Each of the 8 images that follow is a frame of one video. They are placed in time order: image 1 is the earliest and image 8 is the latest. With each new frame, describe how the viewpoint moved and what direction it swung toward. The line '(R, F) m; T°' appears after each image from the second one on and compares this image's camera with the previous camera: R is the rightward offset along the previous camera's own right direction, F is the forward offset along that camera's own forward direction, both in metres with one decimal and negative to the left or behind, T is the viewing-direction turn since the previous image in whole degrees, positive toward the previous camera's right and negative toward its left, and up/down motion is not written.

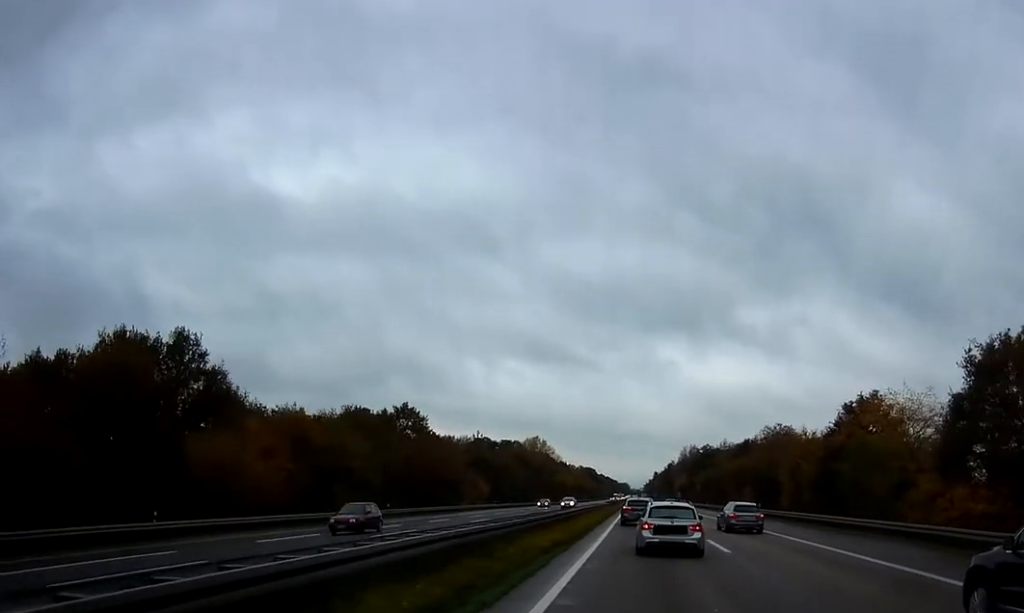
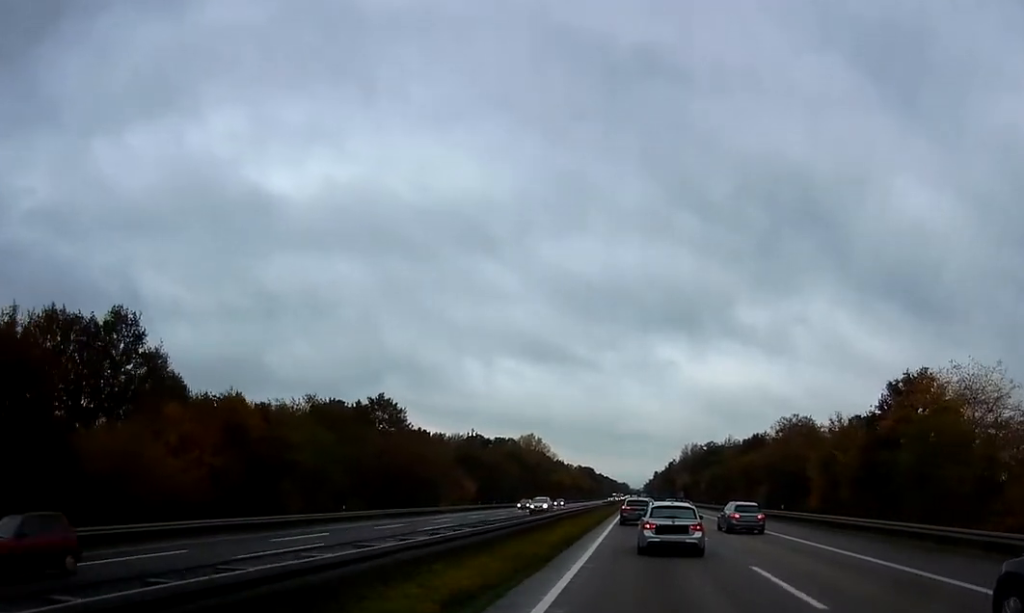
(0.0, +10.8) m; 0°
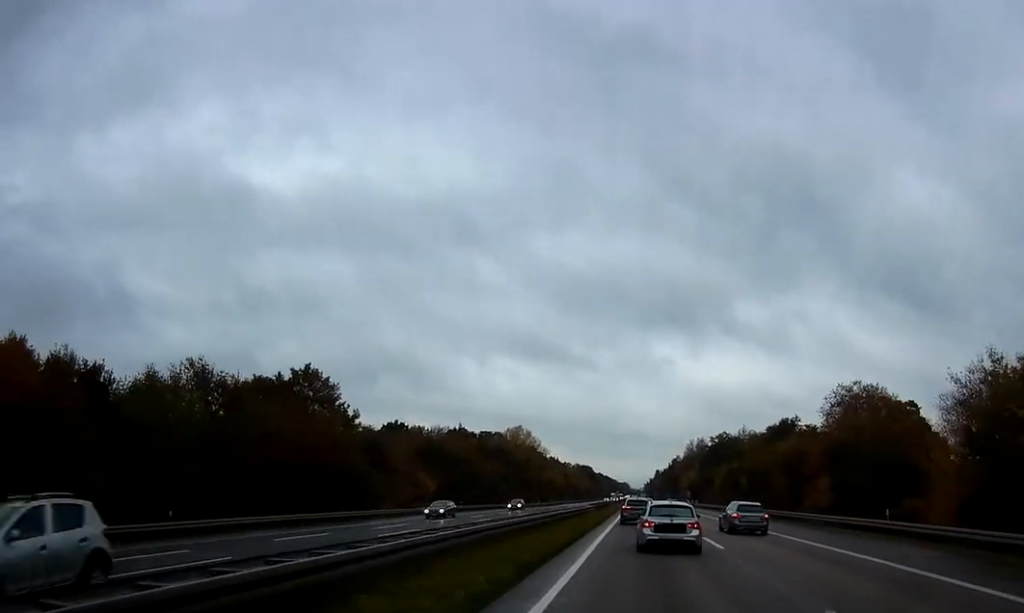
(+0.2, +24.0) m; -1°
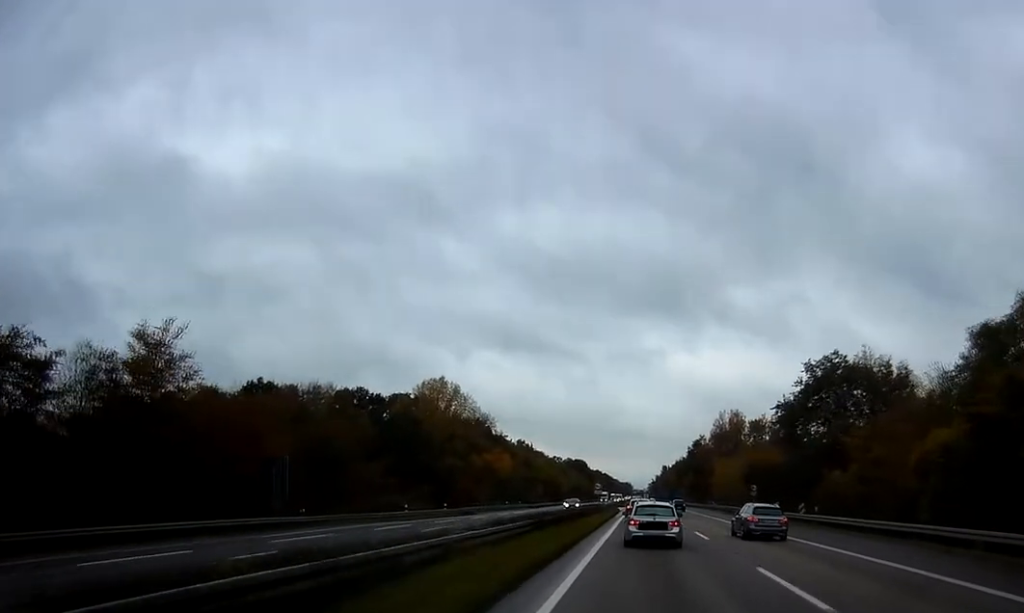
(+1.0, +82.9) m; +1°
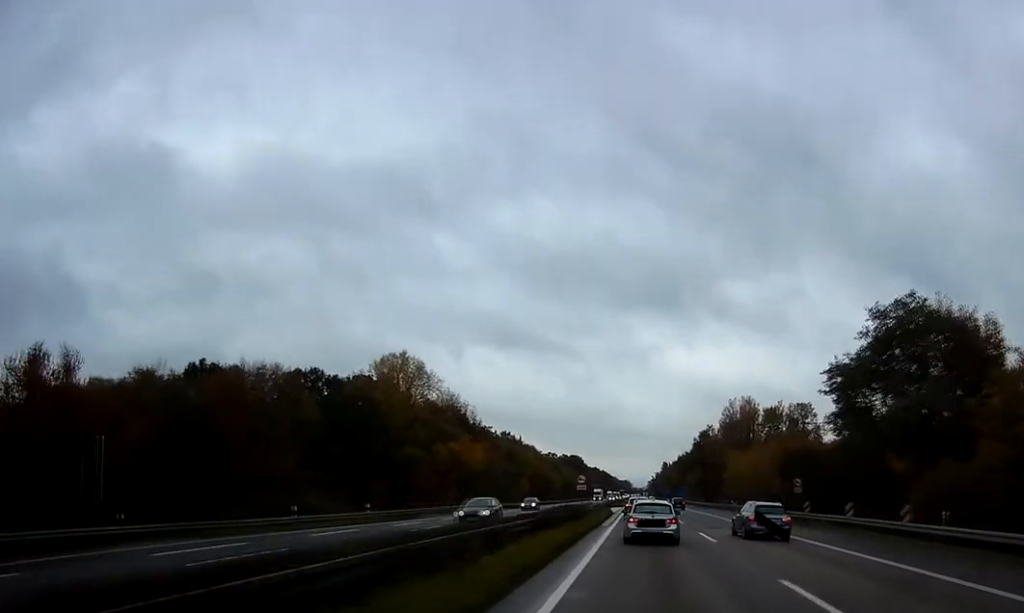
(-0.1, +19.8) m; 0°
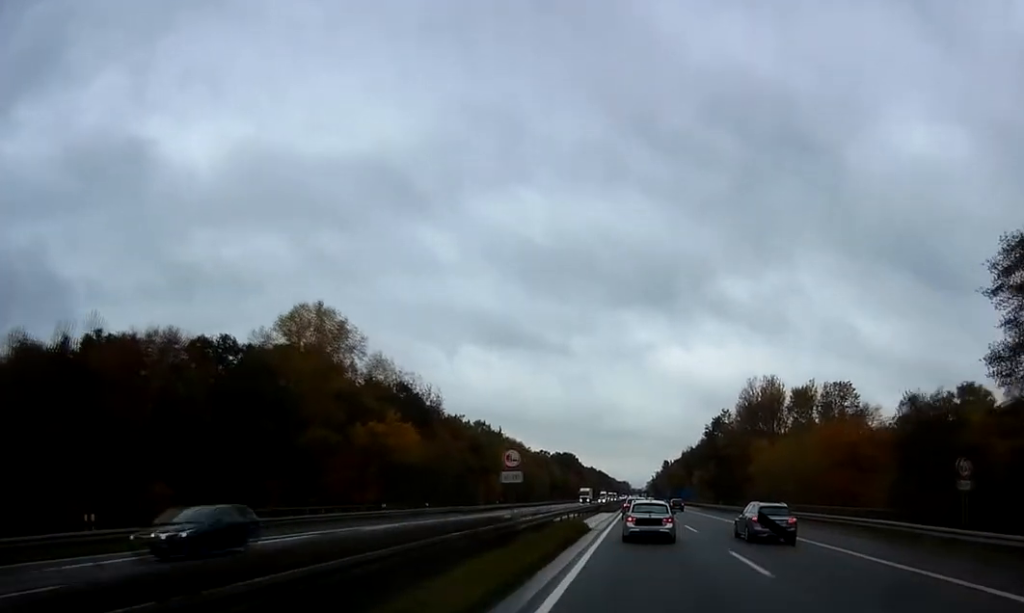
(-0.1, +27.3) m; 0°
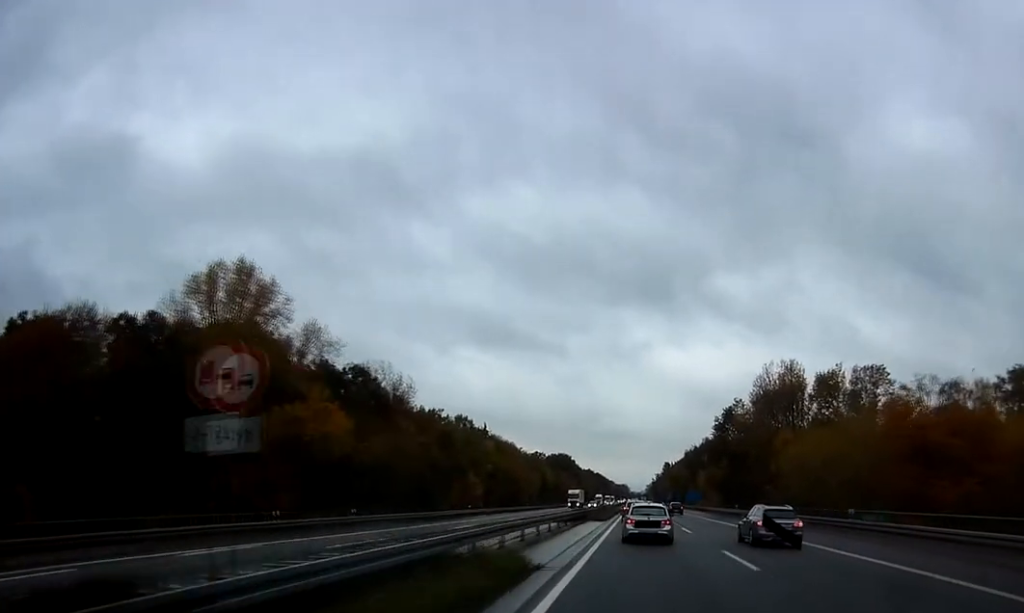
(0.0, +16.0) m; 0°
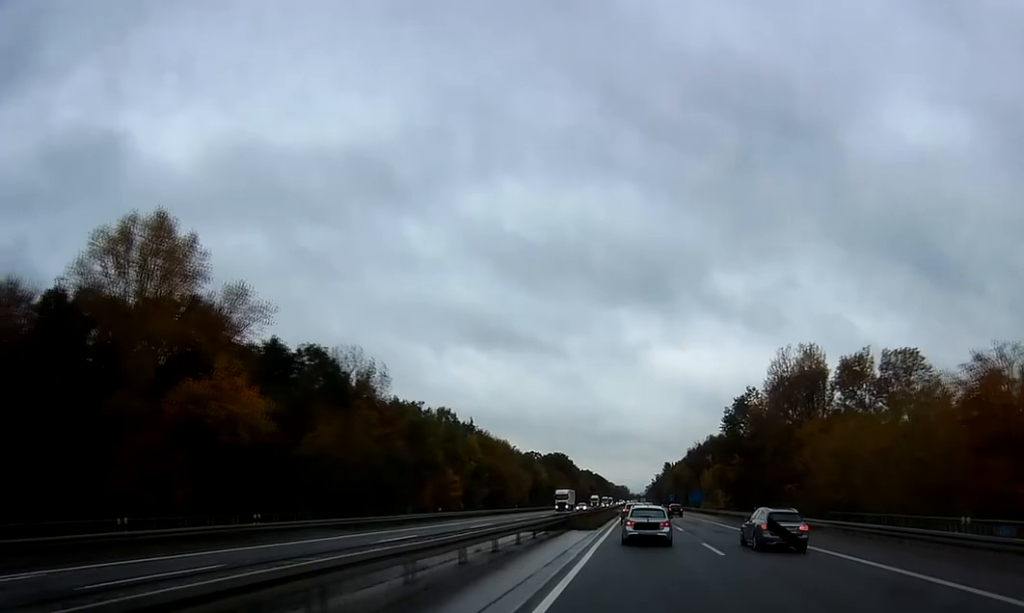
(0.0, +12.3) m; 0°
